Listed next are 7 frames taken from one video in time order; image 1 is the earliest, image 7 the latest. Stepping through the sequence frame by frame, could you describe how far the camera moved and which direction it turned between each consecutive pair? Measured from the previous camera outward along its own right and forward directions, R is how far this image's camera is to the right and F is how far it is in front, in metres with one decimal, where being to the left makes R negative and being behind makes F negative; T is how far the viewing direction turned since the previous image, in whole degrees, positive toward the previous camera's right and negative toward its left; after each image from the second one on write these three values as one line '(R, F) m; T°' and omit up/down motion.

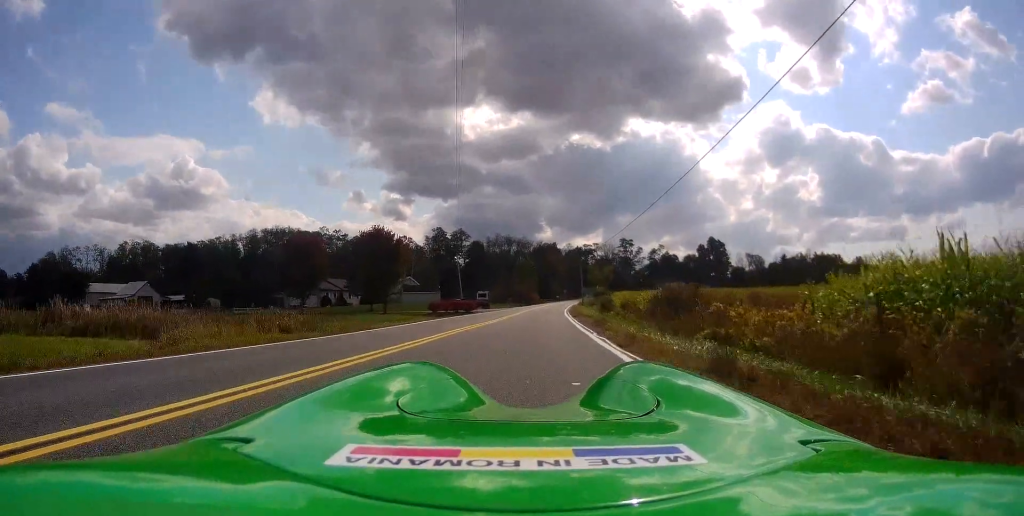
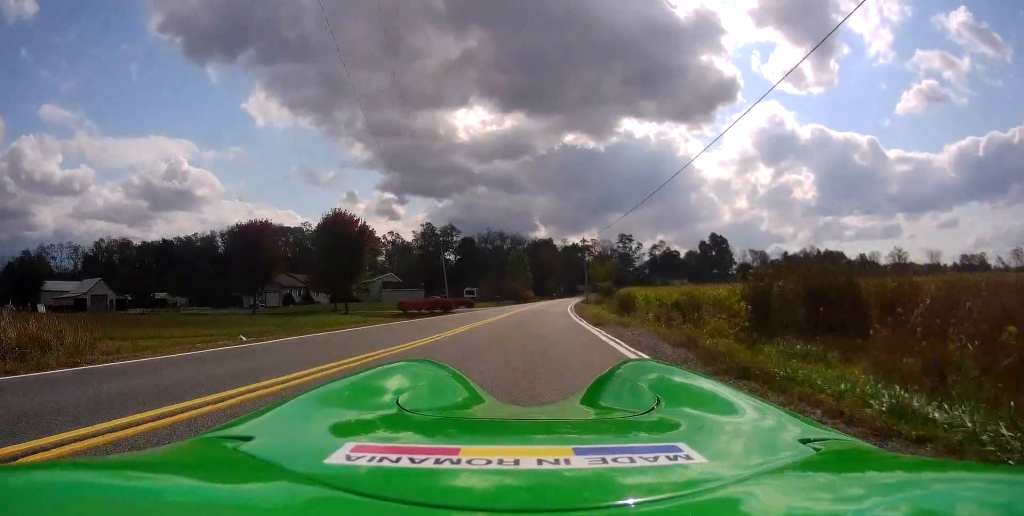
(-0.2, +14.0) m; -2°
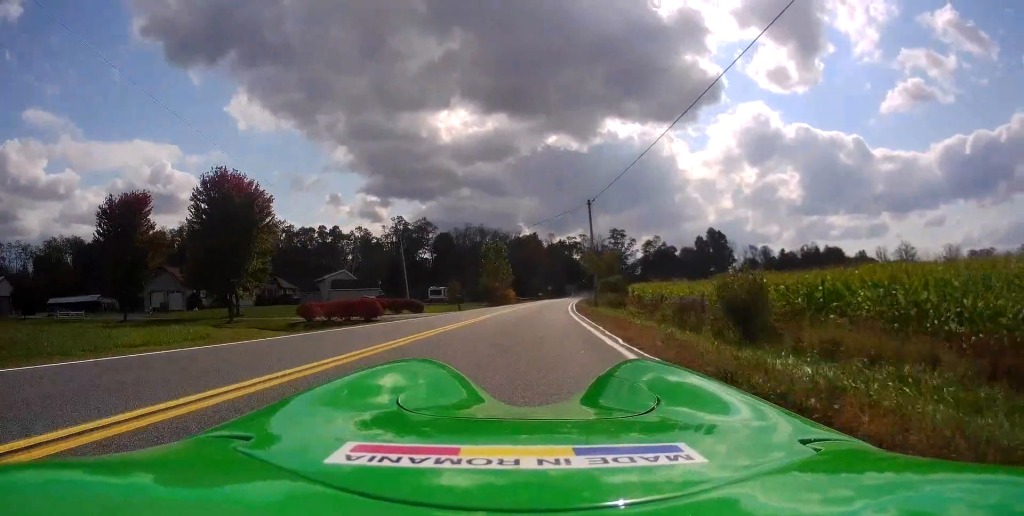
(+0.4, +23.3) m; +2°
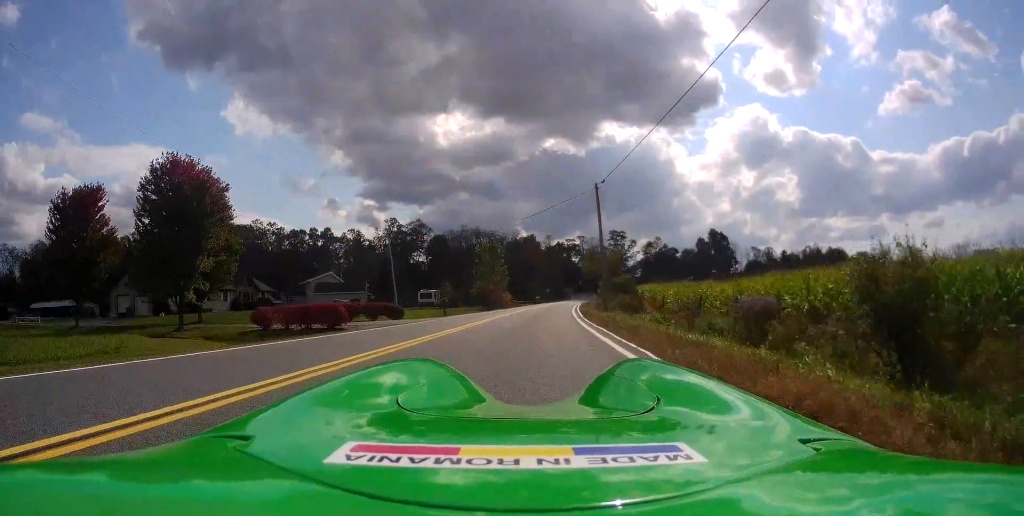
(0.0, +6.9) m; 0°
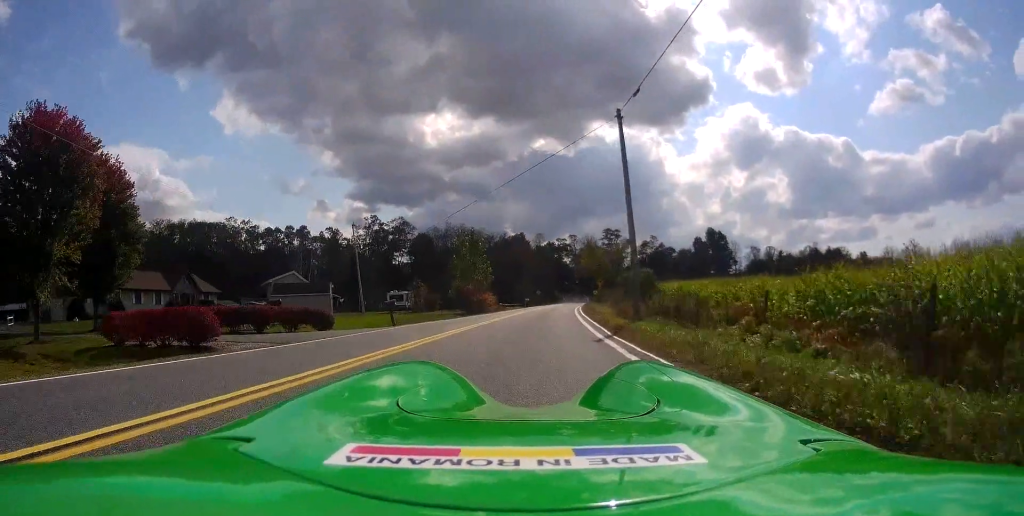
(+0.1, +12.7) m; +1°
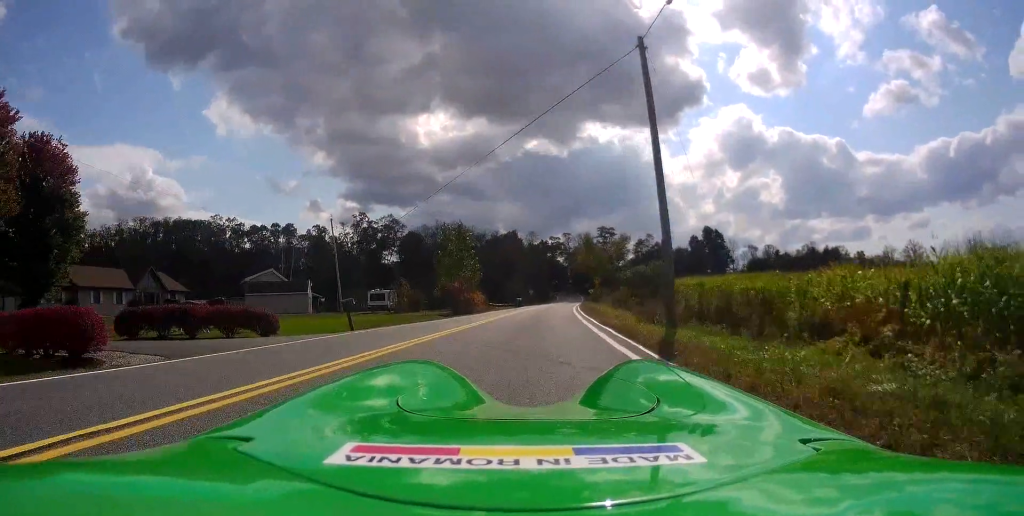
(0.0, +5.9) m; 0°
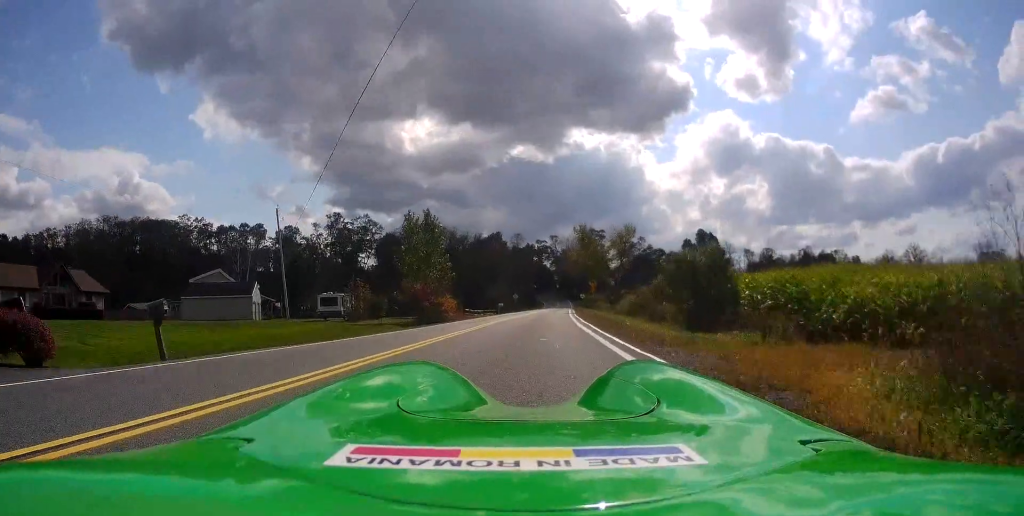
(0.0, +12.6) m; +1°
